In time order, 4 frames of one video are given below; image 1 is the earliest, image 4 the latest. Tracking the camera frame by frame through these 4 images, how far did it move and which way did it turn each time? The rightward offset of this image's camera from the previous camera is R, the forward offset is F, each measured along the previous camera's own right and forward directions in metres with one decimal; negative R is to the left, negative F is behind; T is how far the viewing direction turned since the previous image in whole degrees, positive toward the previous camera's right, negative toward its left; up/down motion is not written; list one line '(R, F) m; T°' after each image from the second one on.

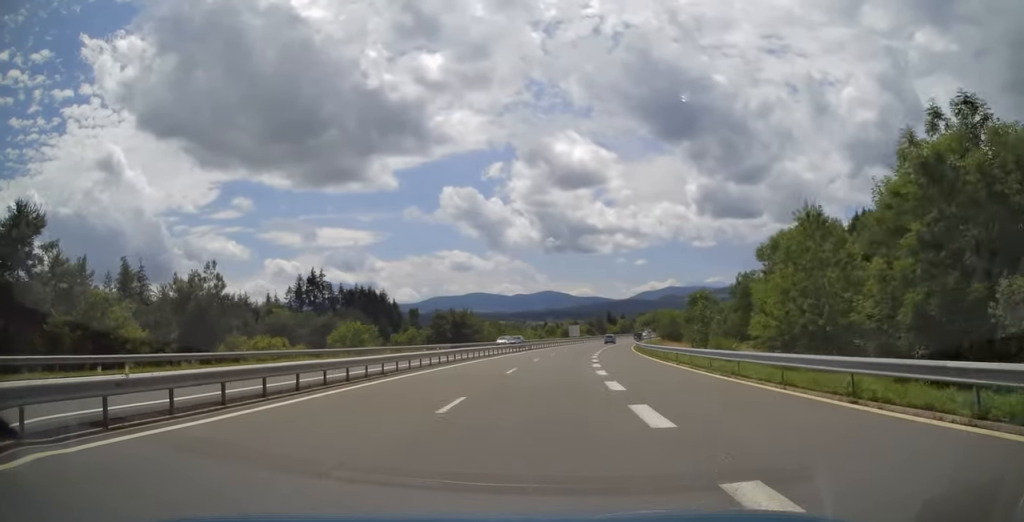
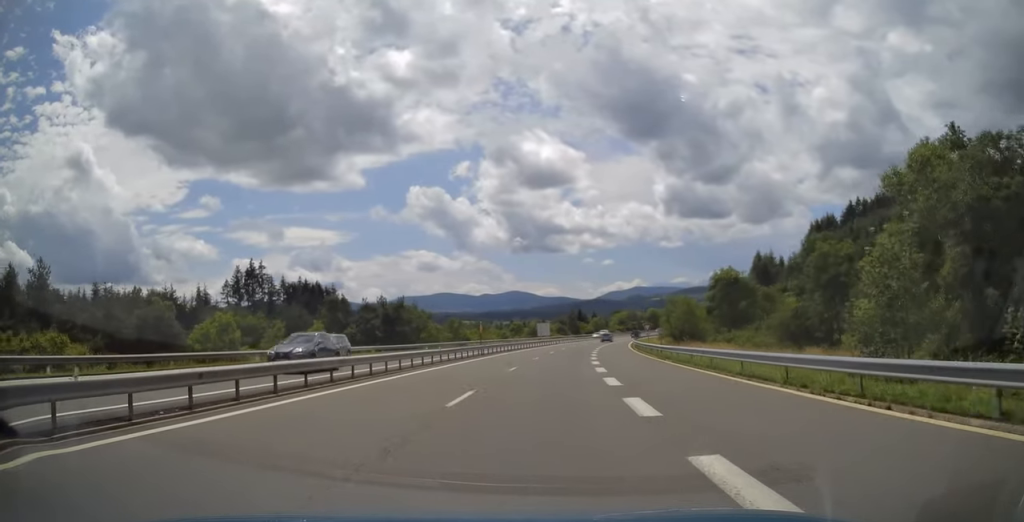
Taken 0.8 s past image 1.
(+0.4, +23.8) m; +3°
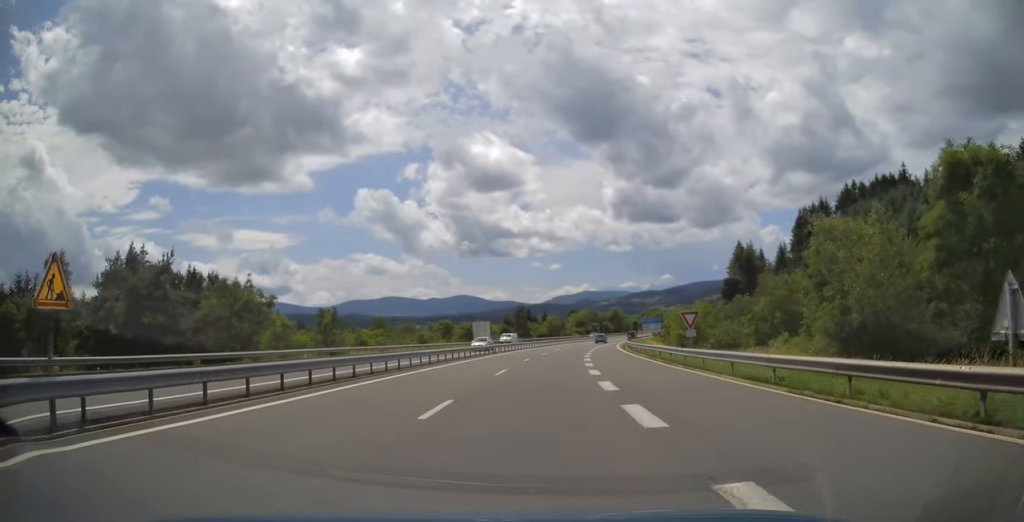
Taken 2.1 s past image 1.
(+2.1, +41.1) m; +6°
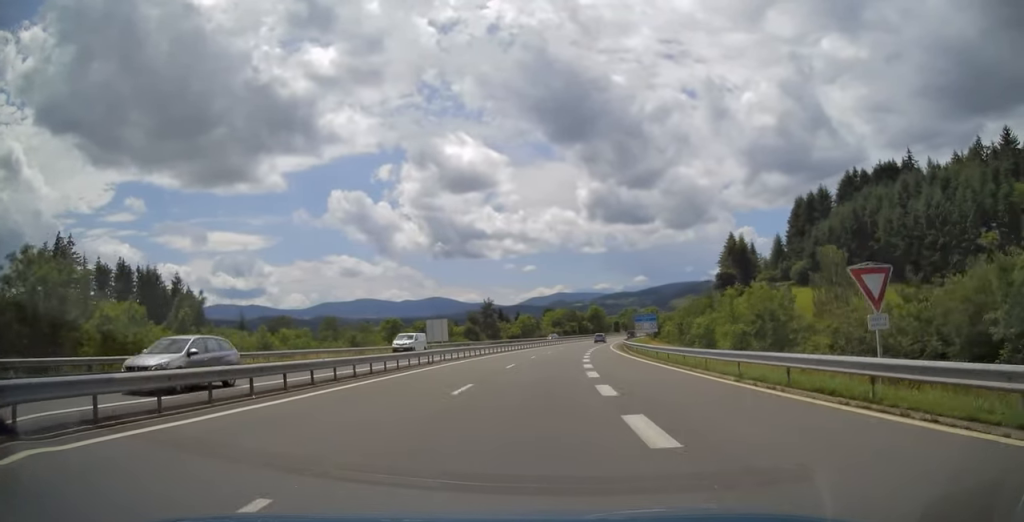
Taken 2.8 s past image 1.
(+0.5, +22.4) m; +3°
